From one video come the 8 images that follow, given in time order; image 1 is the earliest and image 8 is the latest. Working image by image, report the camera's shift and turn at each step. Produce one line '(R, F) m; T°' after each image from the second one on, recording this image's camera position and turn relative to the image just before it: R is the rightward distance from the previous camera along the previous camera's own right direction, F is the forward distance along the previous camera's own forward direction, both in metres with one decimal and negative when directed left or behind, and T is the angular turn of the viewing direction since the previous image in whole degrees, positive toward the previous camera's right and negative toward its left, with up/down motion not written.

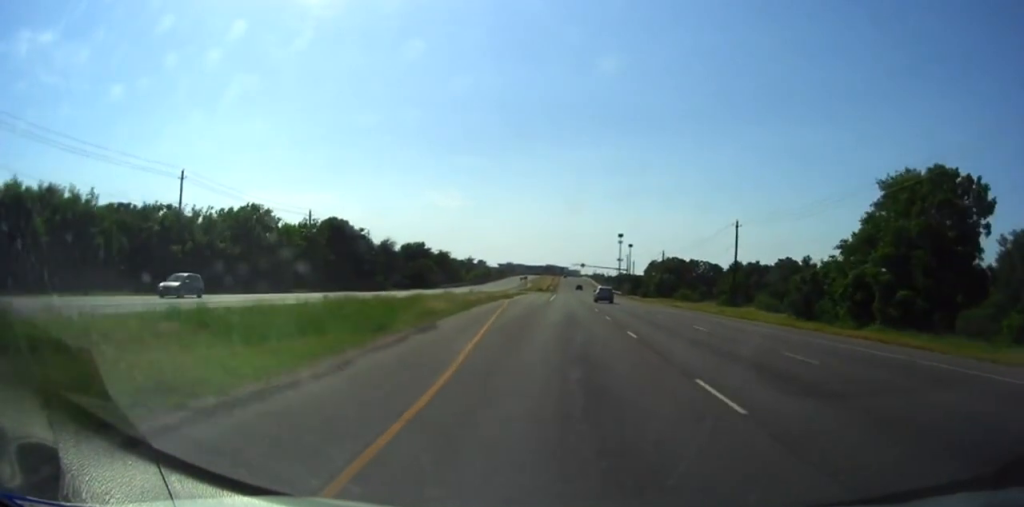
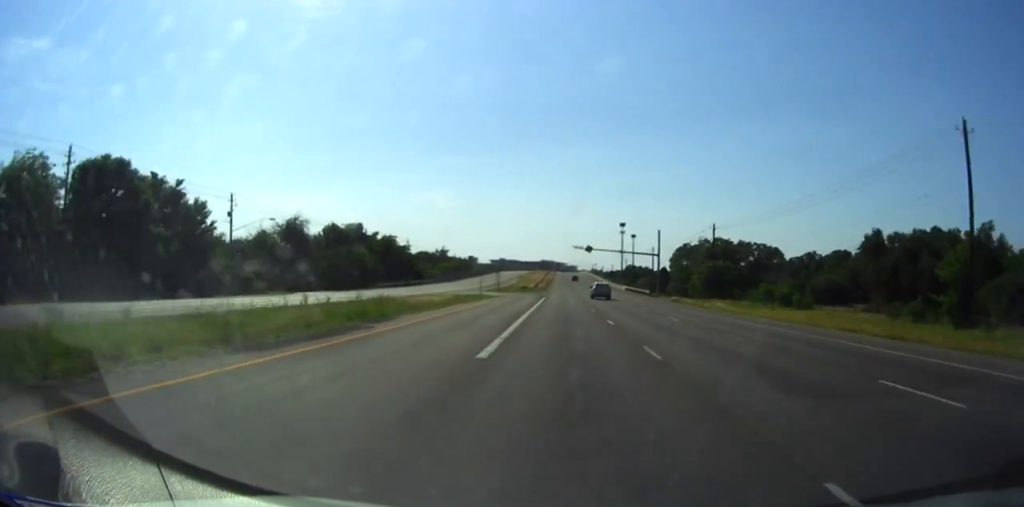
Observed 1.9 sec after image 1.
(+0.2, +55.6) m; 0°
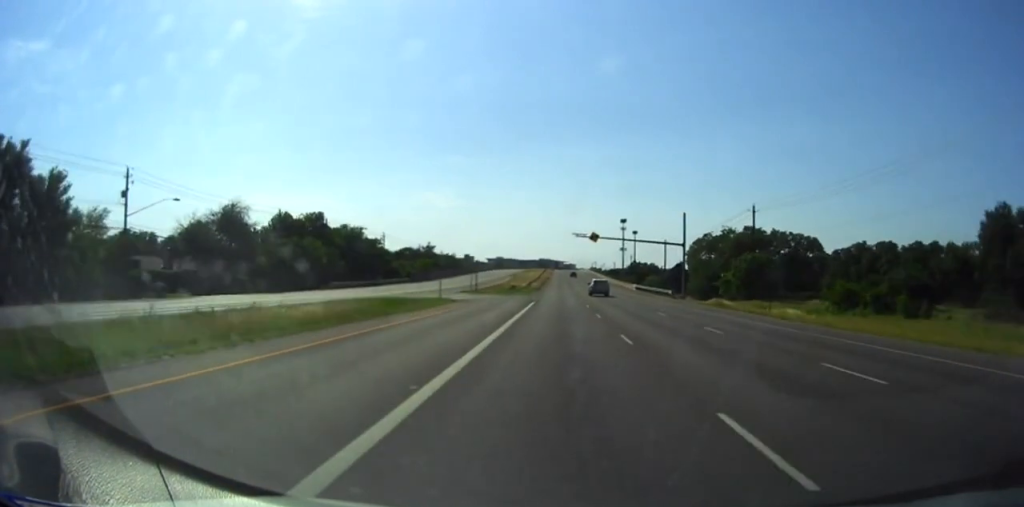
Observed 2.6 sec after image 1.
(0.0, +21.8) m; 0°
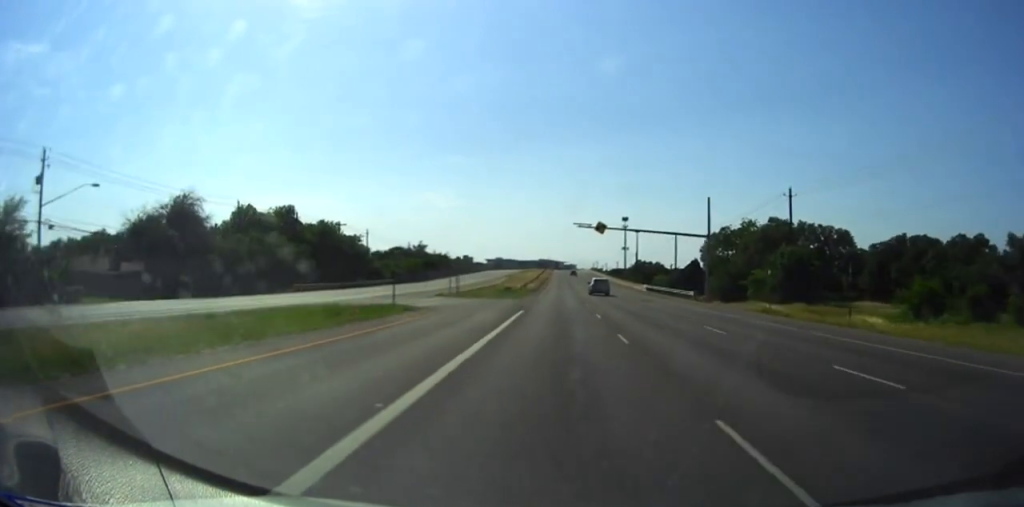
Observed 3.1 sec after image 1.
(0.0, +13.0) m; 0°
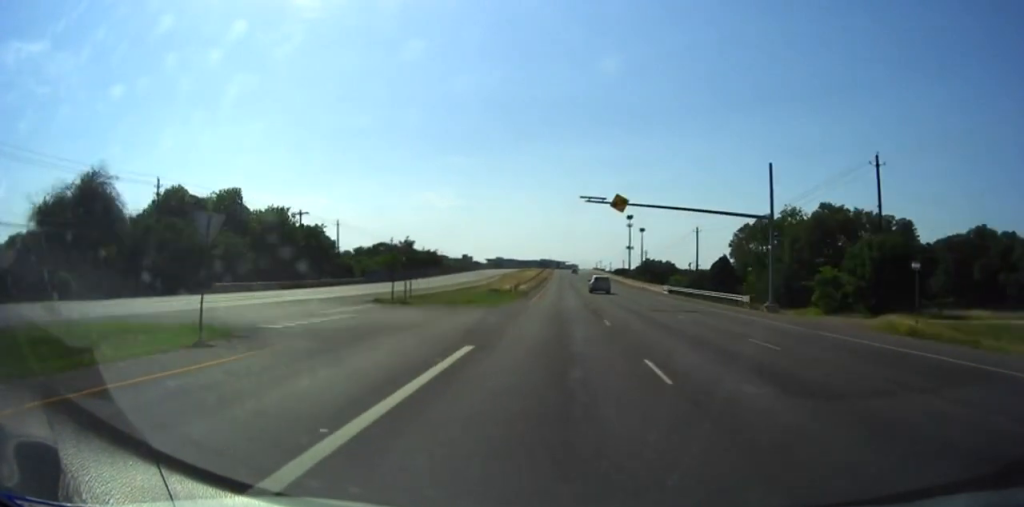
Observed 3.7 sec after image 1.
(0.0, +19.0) m; 0°
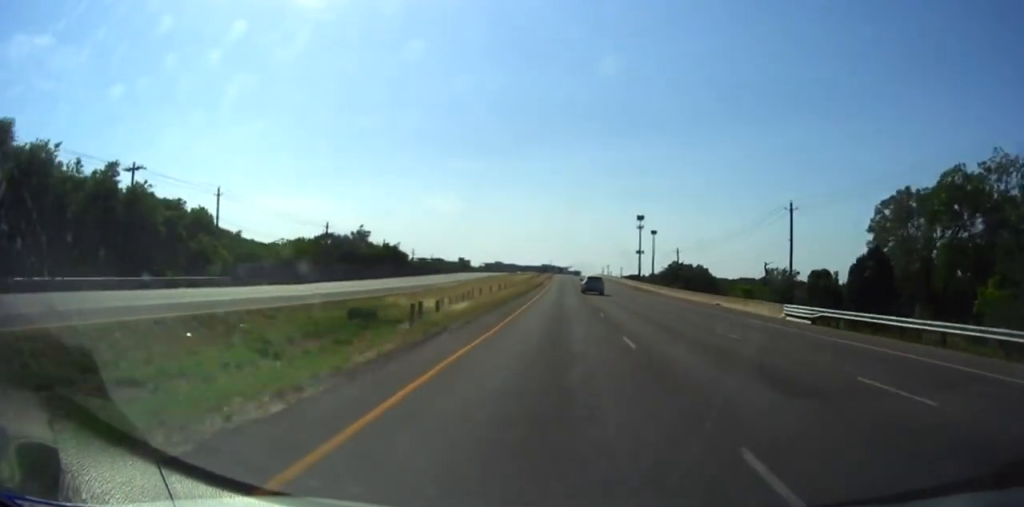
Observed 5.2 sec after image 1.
(0.0, +45.0) m; 0°
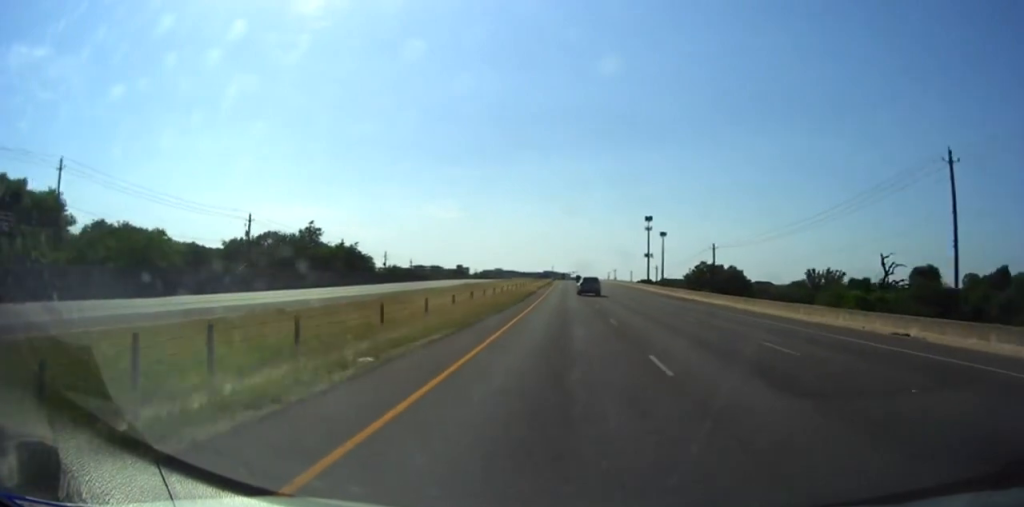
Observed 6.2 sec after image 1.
(-0.3, +29.8) m; -1°
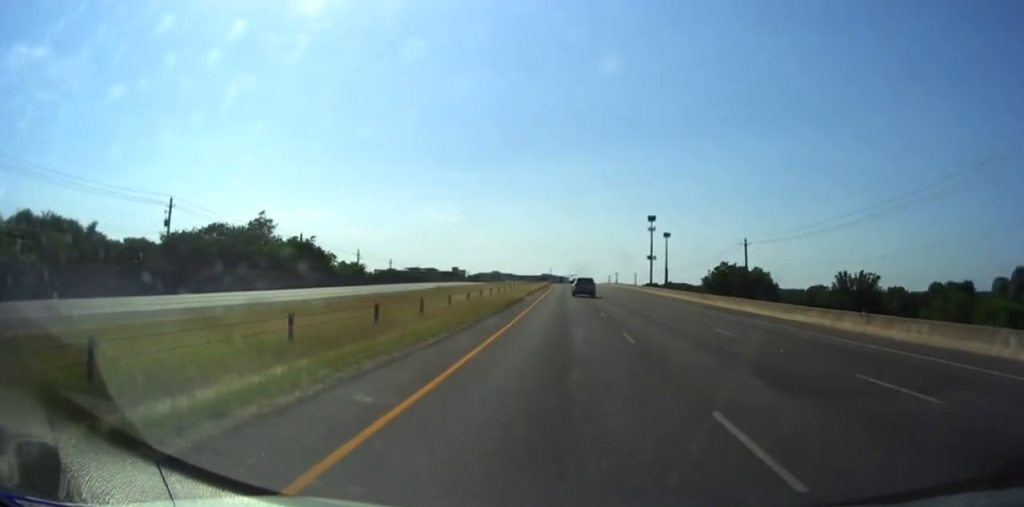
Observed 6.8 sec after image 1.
(-0.1, +18.8) m; 0°
